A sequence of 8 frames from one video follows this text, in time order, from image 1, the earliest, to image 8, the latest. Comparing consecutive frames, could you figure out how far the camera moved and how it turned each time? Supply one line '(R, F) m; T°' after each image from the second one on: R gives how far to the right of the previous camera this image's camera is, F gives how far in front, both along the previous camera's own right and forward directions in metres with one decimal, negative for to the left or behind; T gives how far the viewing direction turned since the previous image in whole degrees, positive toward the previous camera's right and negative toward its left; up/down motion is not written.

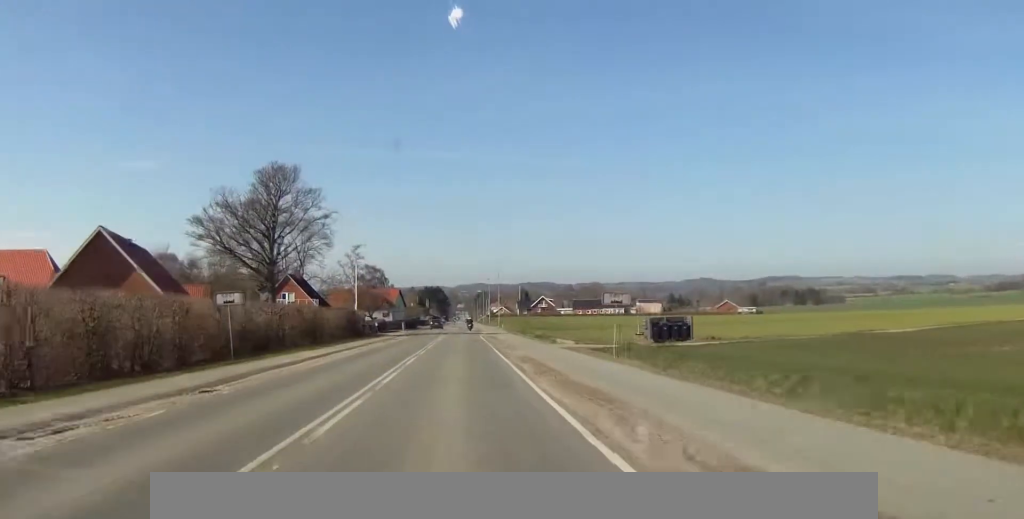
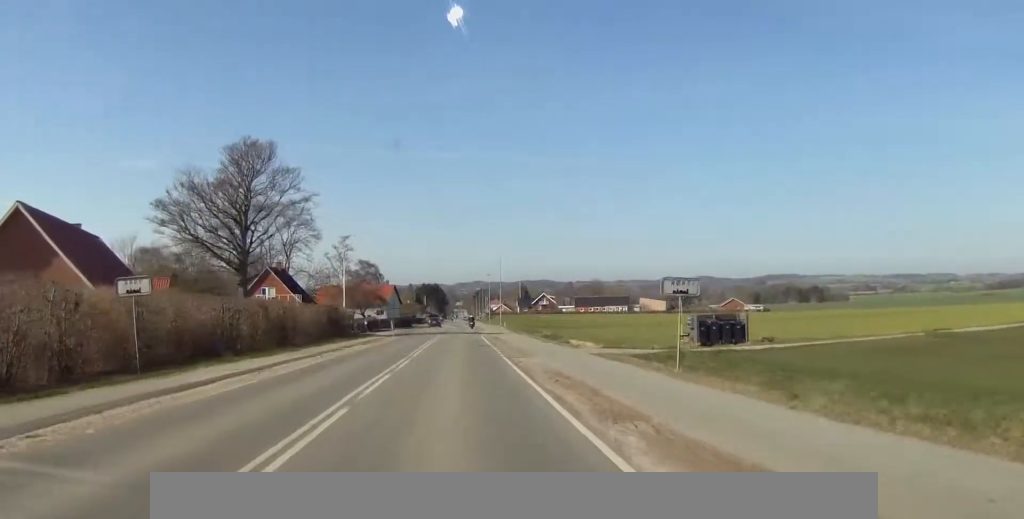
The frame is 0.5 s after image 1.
(-0.1, +9.7) m; -1°
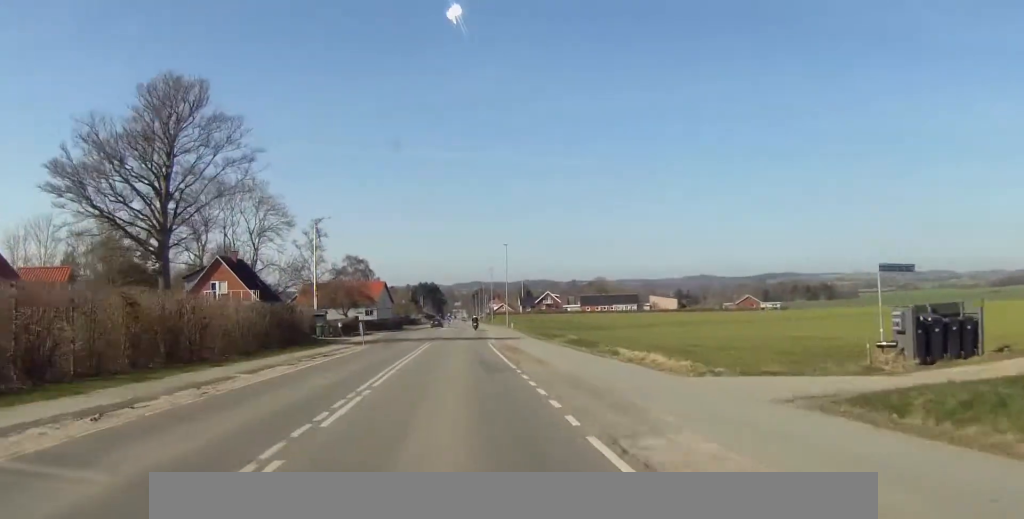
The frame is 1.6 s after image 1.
(-0.3, +18.9) m; 0°
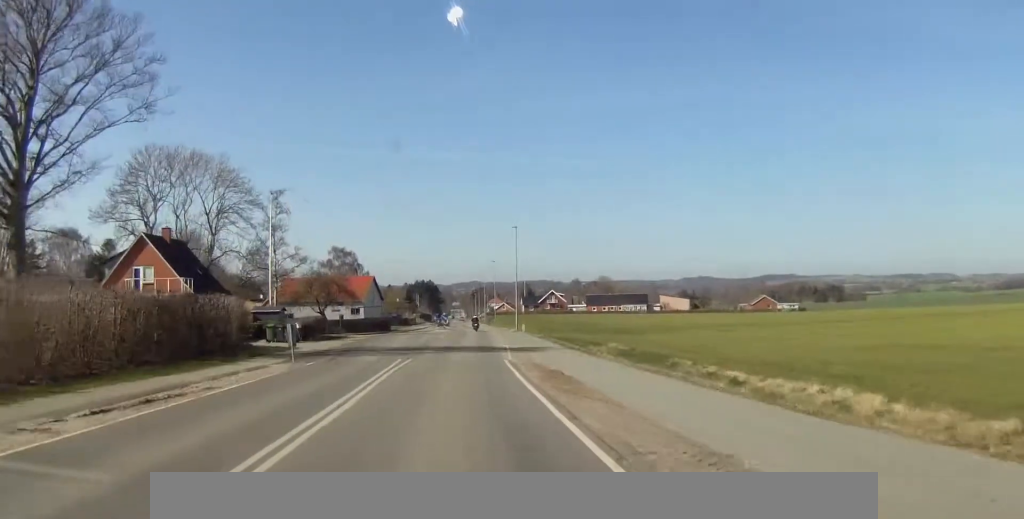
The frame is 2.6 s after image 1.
(+0.4, +18.4) m; +1°
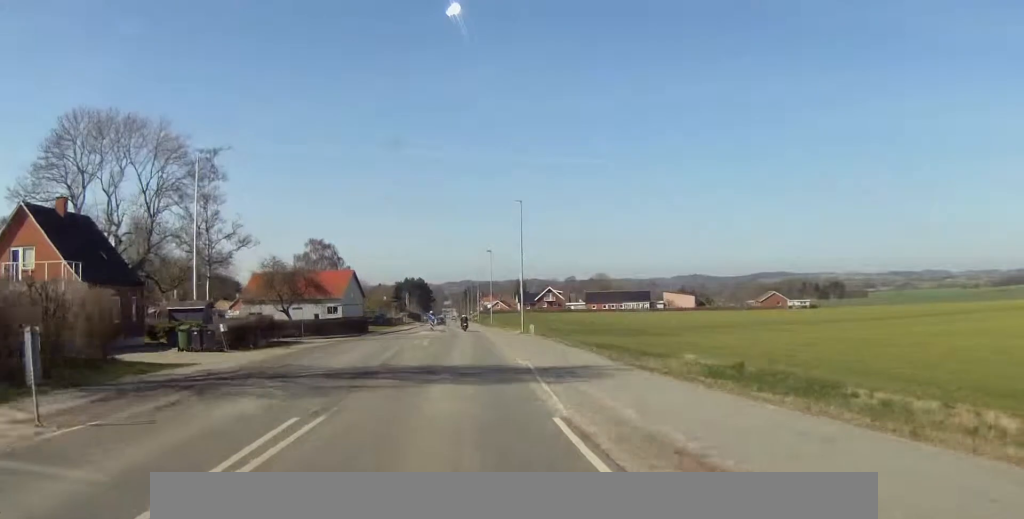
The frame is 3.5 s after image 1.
(+0.1, +16.6) m; 0°
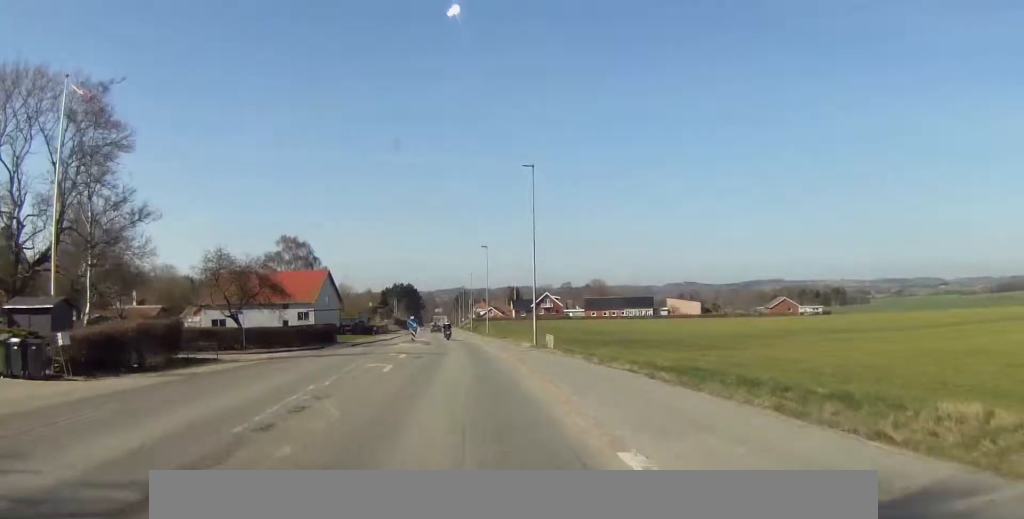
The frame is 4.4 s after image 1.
(-0.1, +16.5) m; 0°
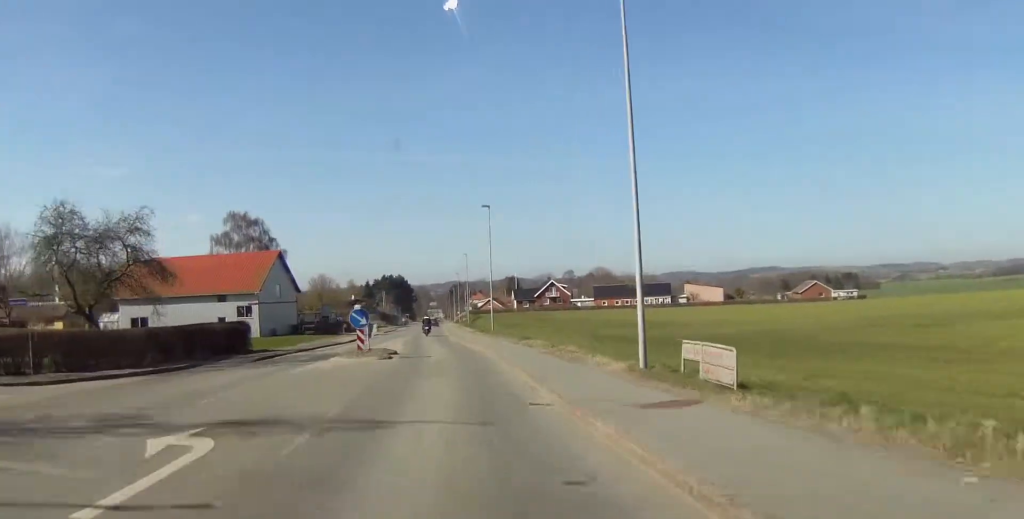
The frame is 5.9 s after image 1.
(+0.1, +27.2) m; +1°
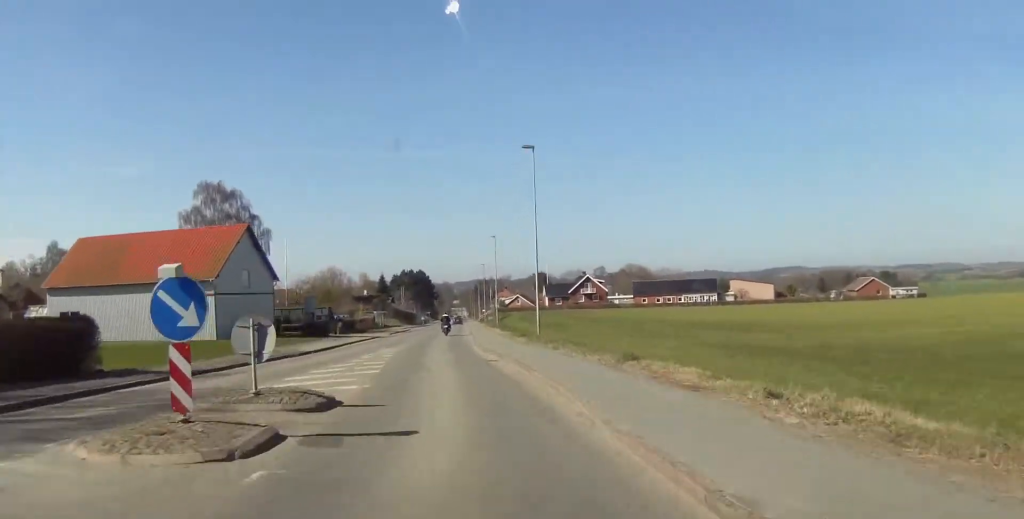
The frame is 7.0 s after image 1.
(+0.1, +21.0) m; 0°
